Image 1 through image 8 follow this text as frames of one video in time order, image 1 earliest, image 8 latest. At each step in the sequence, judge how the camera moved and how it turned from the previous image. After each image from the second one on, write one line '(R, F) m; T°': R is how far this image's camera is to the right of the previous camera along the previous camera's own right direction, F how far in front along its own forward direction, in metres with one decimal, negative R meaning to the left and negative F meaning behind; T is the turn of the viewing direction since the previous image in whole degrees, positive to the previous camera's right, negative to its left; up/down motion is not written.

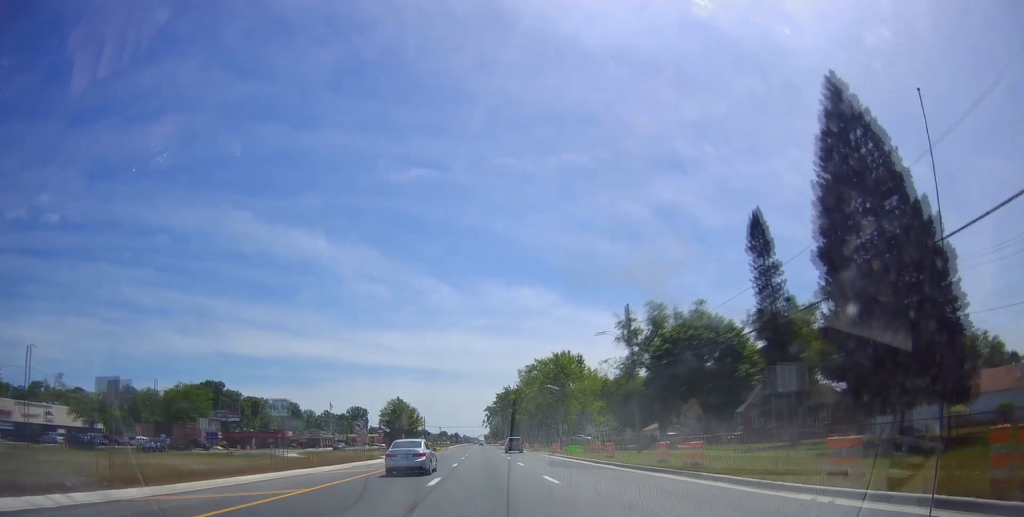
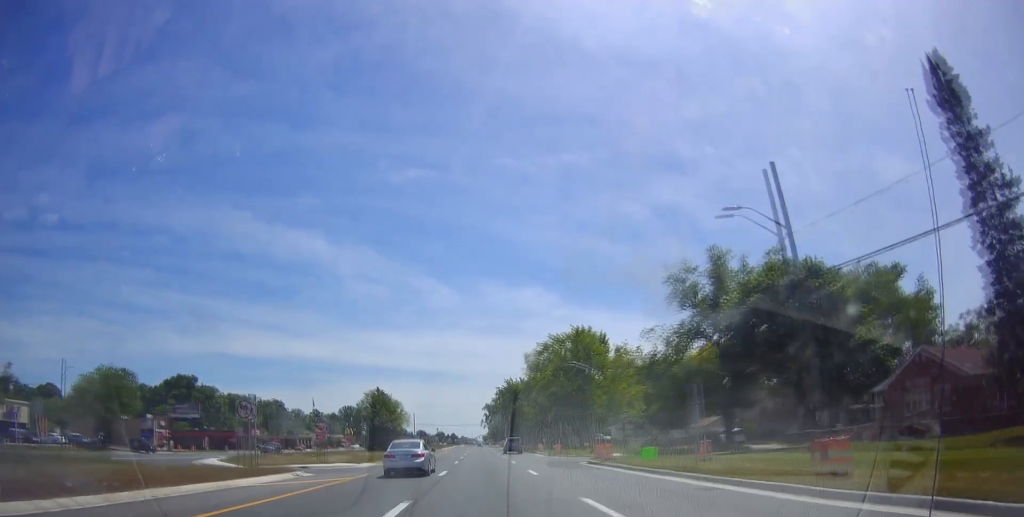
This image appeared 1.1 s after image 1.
(-0.3, +24.4) m; 0°
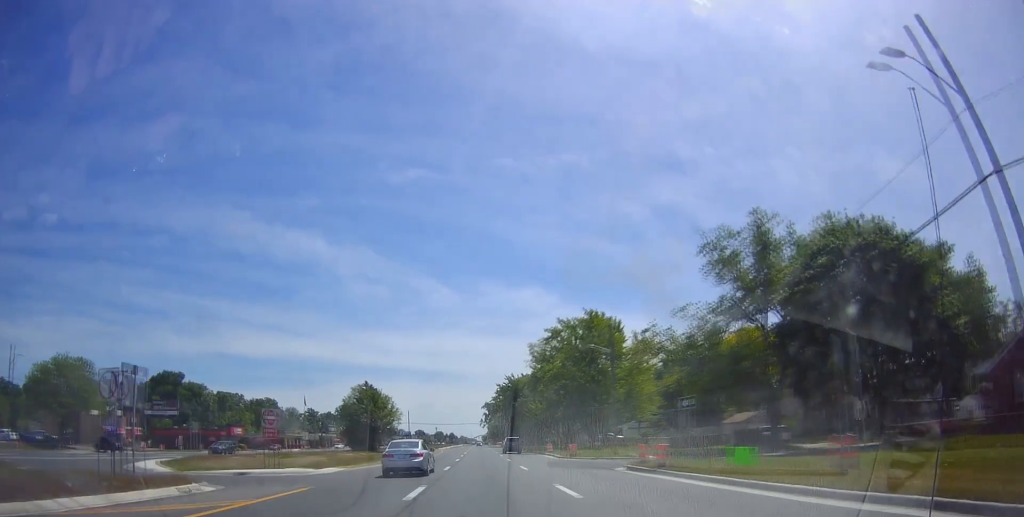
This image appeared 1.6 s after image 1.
(+0.2, +10.8) m; +1°
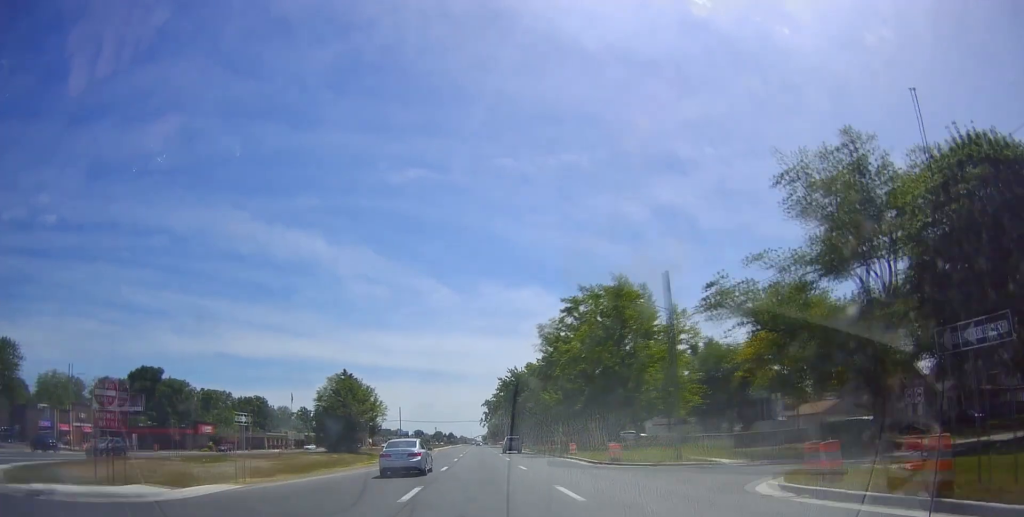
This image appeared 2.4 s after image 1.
(+0.1, +15.7) m; 0°
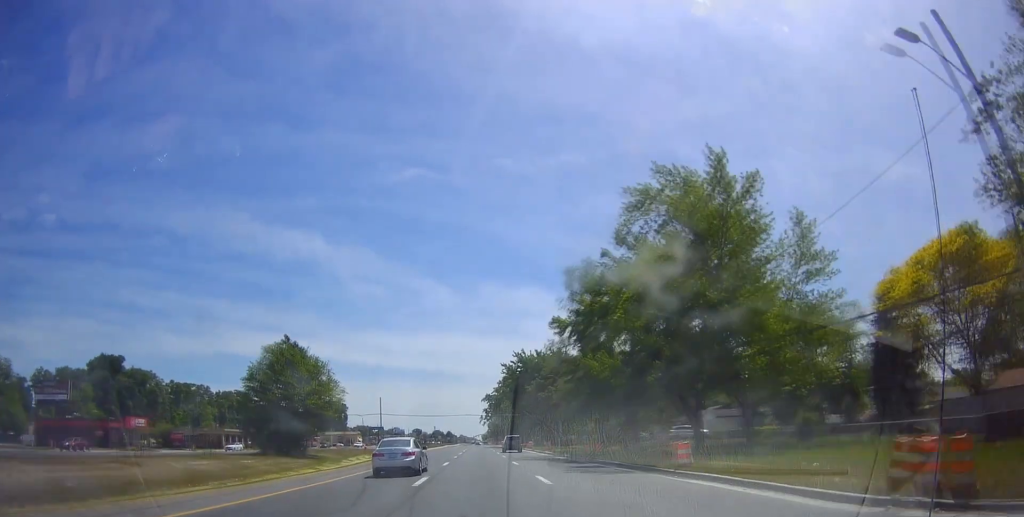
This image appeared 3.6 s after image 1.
(-0.5, +25.7) m; -2°
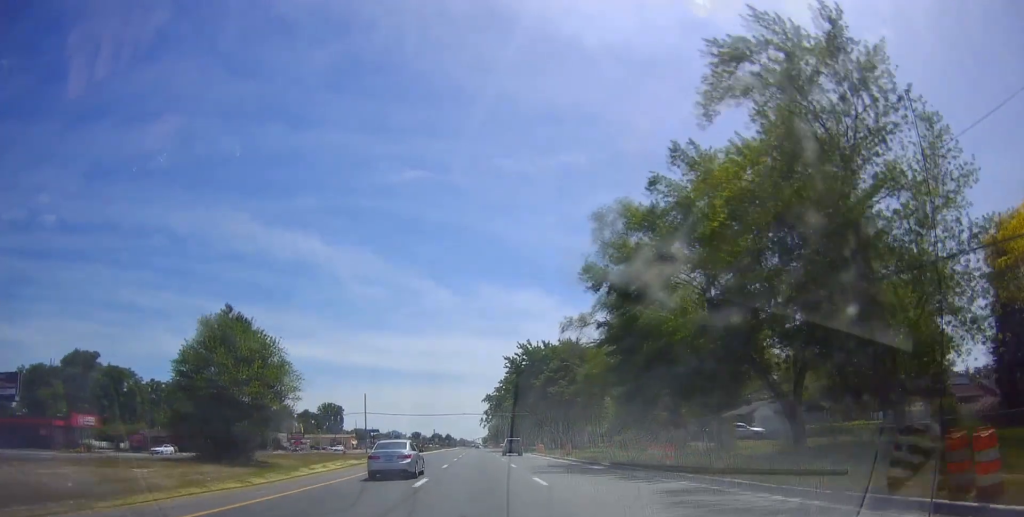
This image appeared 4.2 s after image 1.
(-0.3, +14.4) m; 0°
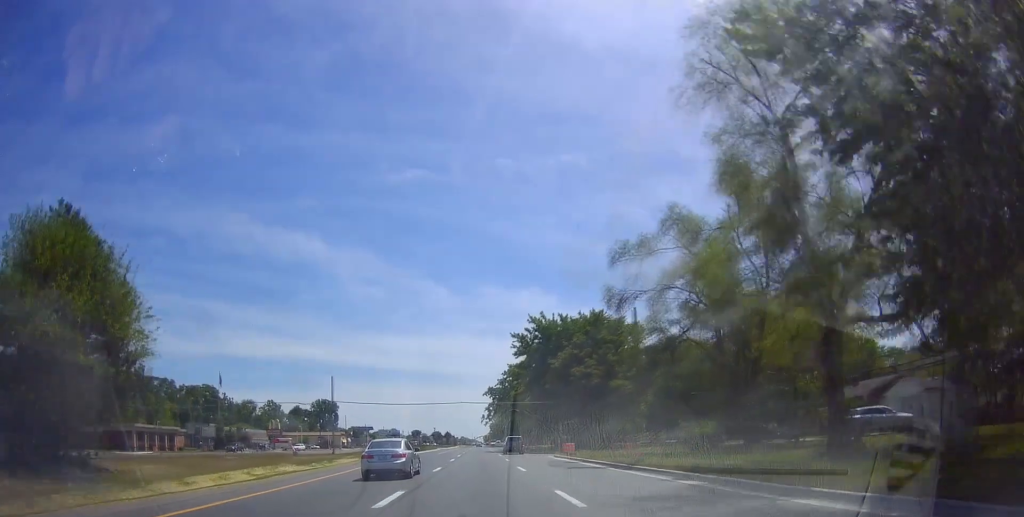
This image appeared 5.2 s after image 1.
(+0.4, +21.8) m; +2°
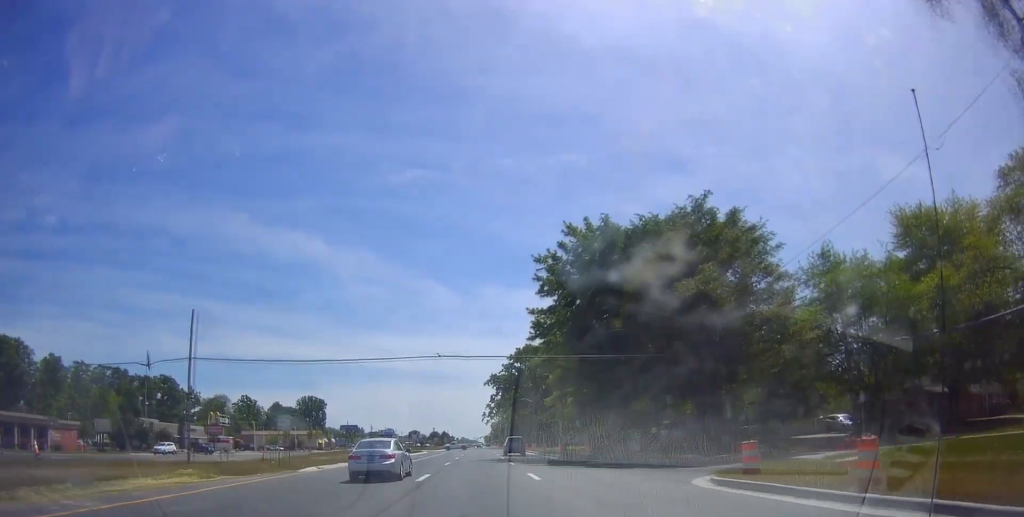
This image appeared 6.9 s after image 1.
(+0.6, +37.0) m; -1°
